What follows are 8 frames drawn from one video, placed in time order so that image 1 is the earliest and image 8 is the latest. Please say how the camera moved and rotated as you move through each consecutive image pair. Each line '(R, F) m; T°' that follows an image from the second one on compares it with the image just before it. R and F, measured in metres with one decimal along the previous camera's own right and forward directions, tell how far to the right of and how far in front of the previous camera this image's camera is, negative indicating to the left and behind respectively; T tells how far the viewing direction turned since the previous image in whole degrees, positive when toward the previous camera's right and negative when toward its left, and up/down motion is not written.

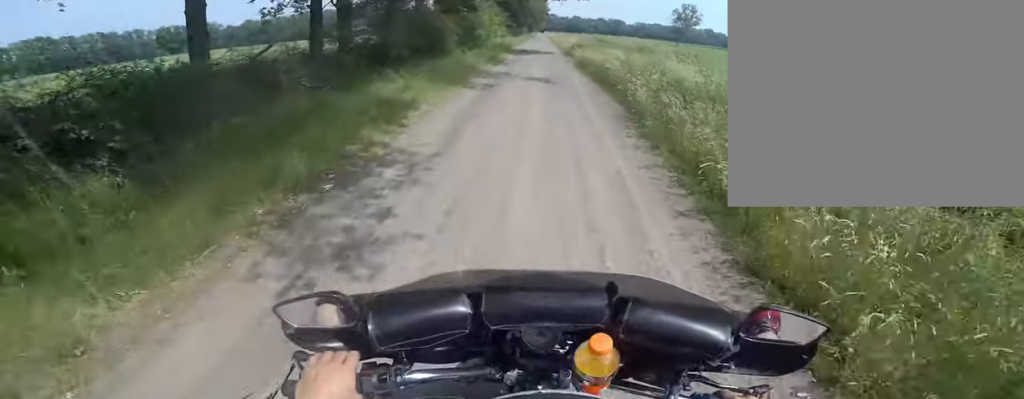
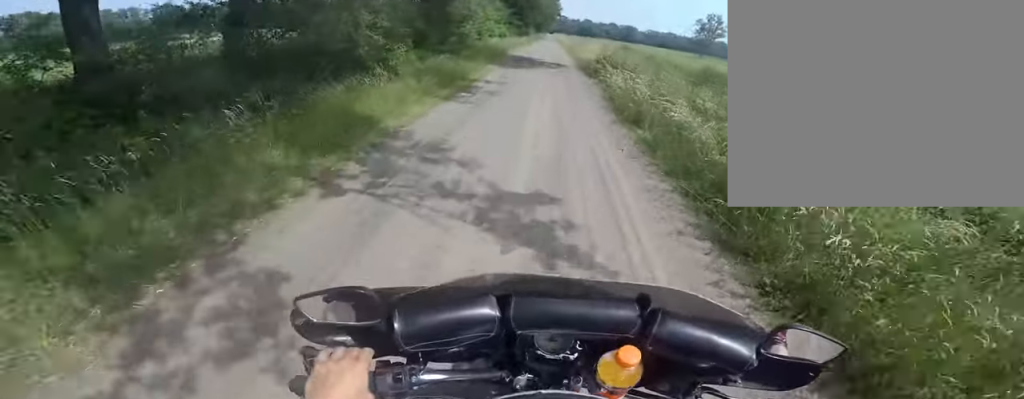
(+1.1, +8.0) m; +12°
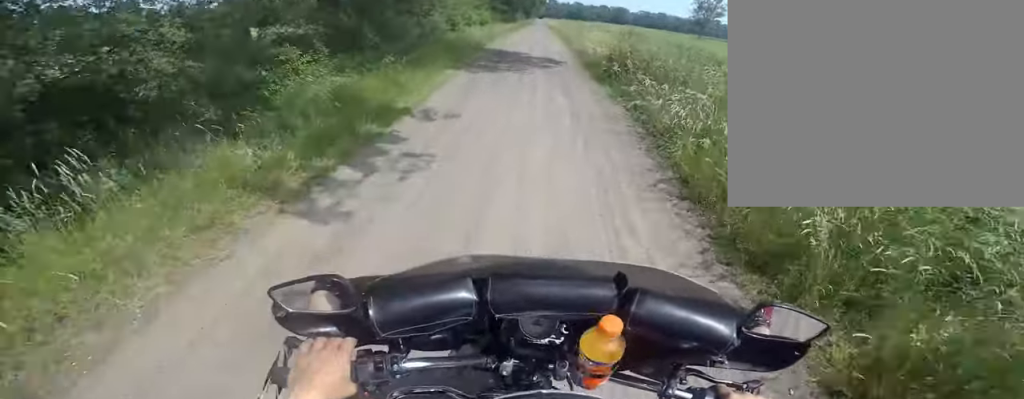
(+0.1, +4.4) m; -2°
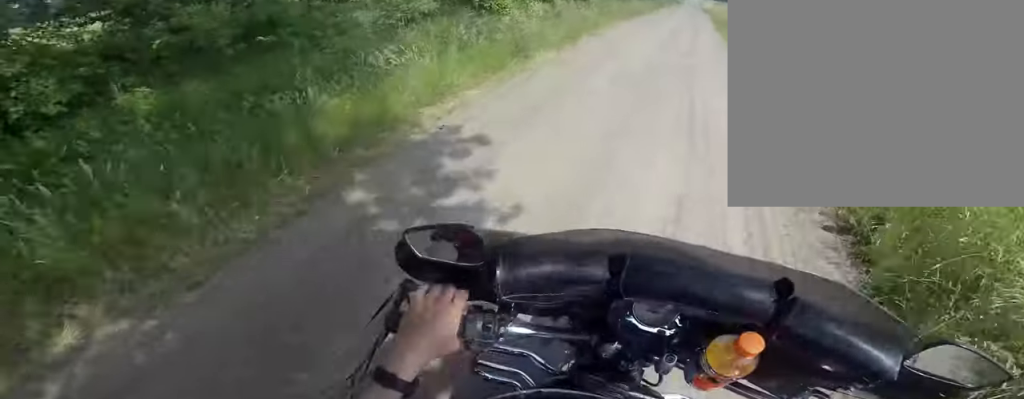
(-2.5, +13.1) m; -13°
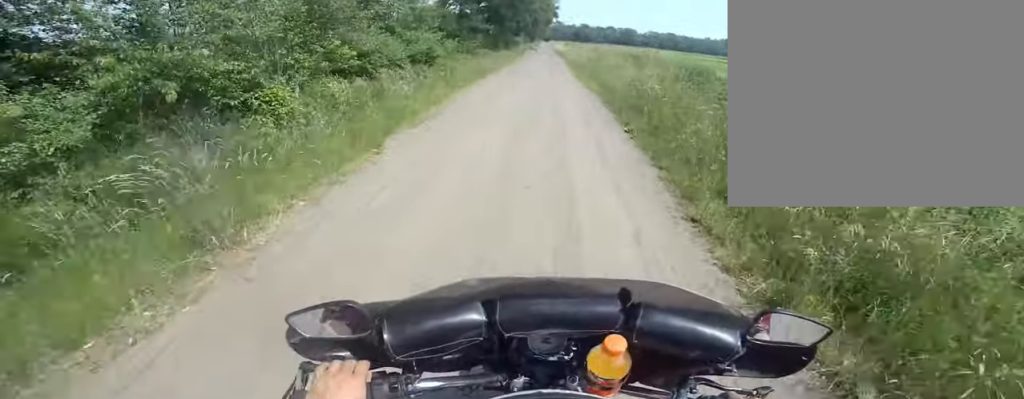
(+0.5, +4.2) m; +6°
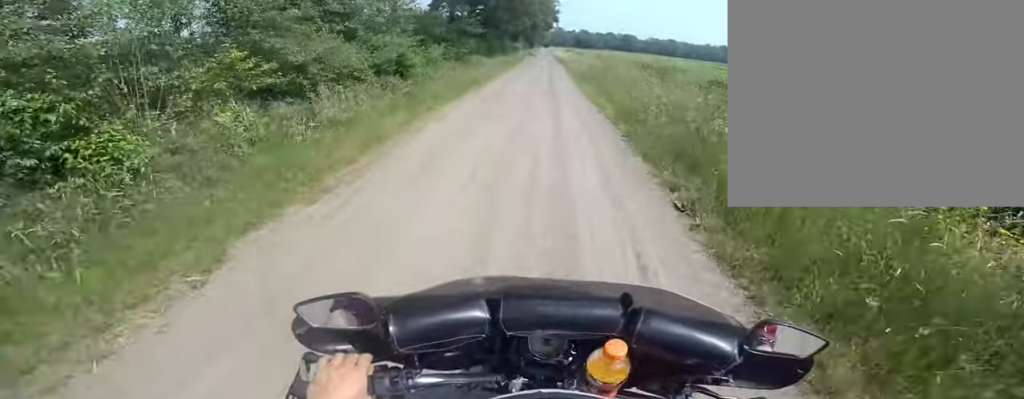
(+0.2, +3.1) m; +2°
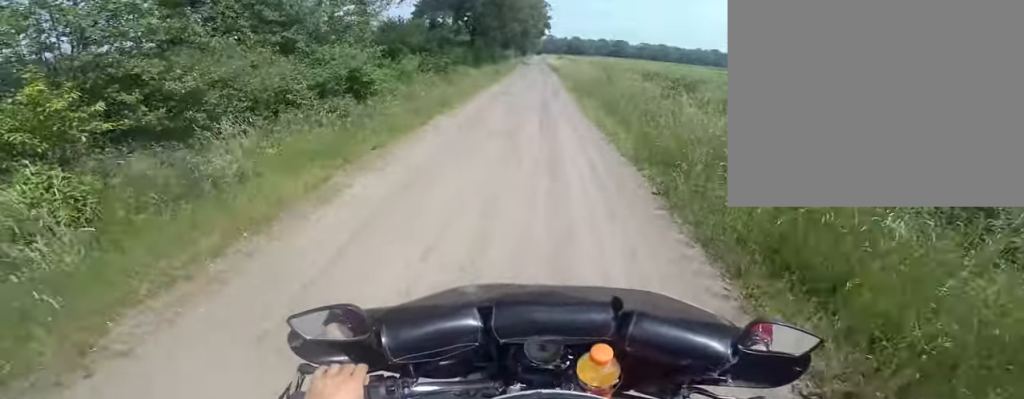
(+0.1, +2.7) m; -2°
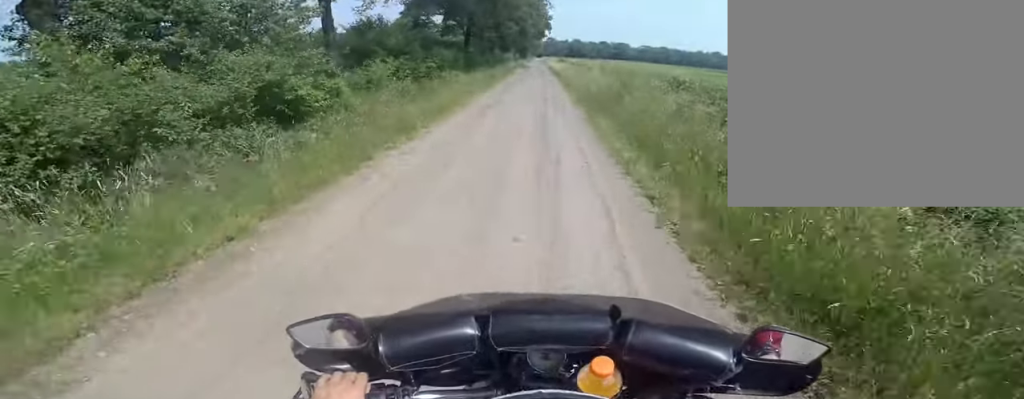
(0.0, +3.2) m; -3°
